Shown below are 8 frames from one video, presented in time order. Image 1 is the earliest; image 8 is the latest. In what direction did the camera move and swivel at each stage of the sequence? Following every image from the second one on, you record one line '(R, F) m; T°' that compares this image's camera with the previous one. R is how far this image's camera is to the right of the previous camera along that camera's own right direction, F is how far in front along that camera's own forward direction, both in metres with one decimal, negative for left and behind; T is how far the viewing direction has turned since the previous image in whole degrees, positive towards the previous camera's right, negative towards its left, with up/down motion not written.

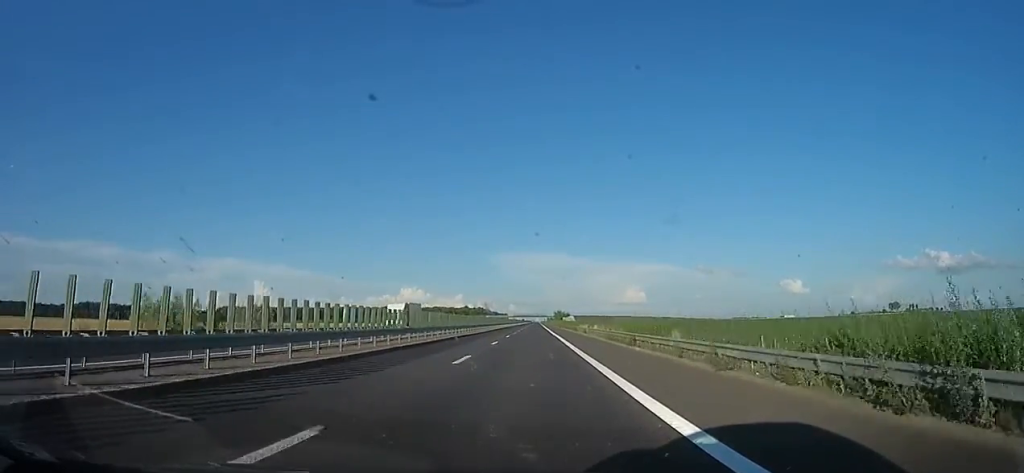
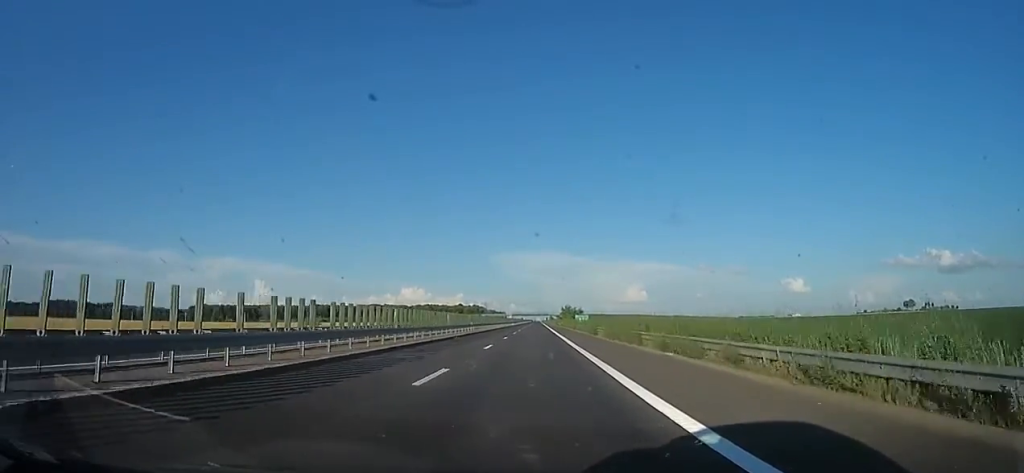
(0.0, +53.3) m; +2°
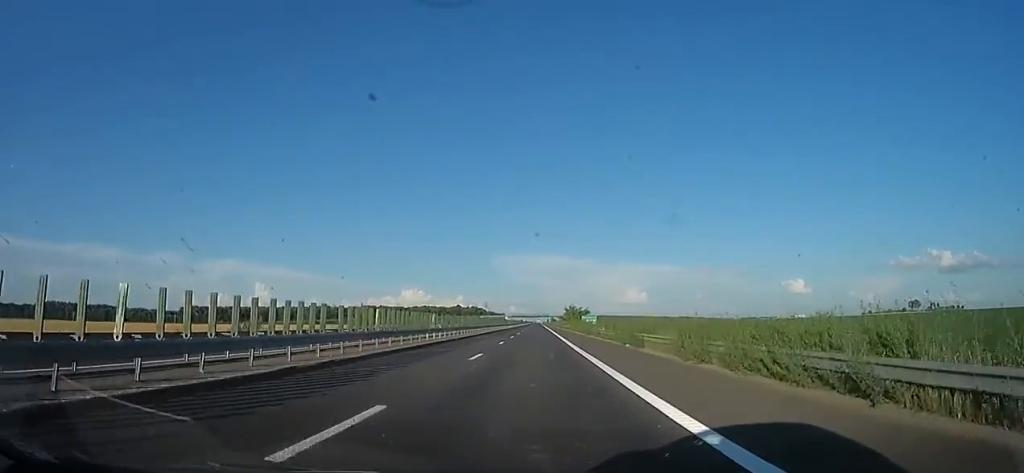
(+0.4, +16.8) m; 0°
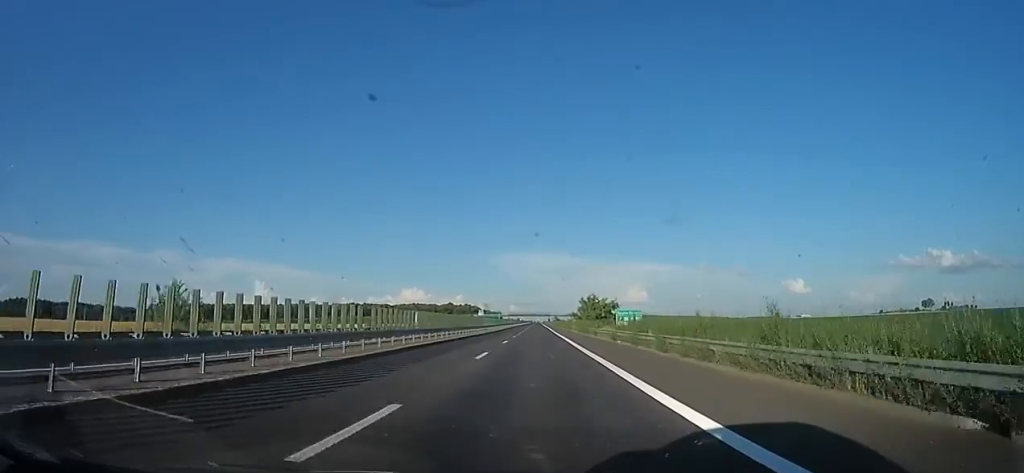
(-0.2, +47.7) m; -2°
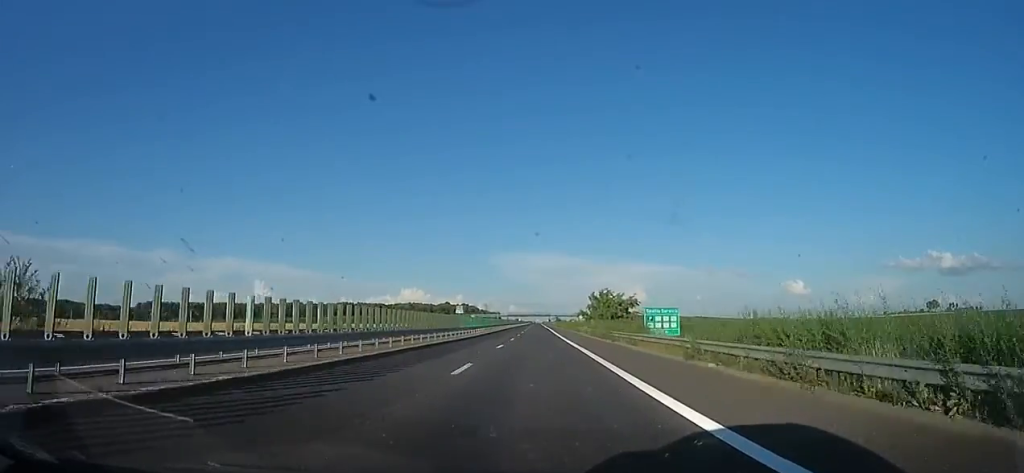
(-0.2, +16.4) m; -1°
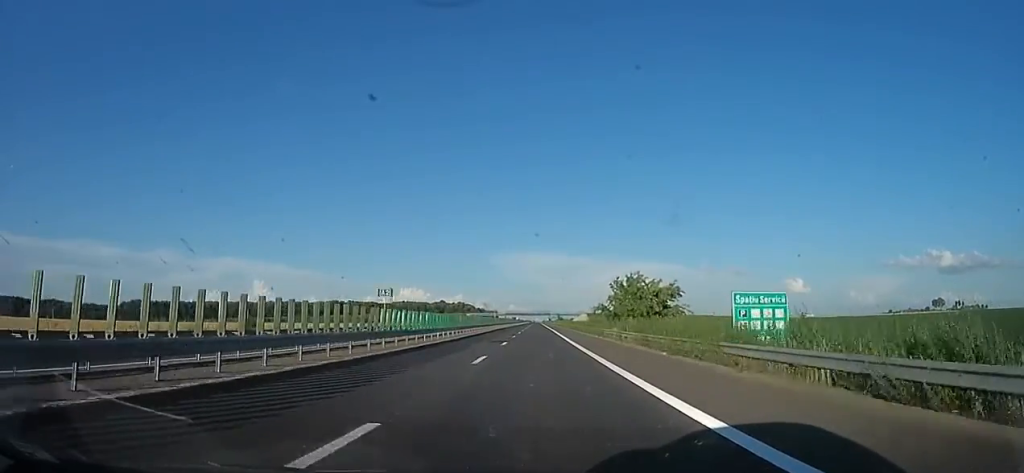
(0.0, +21.1) m; 0°
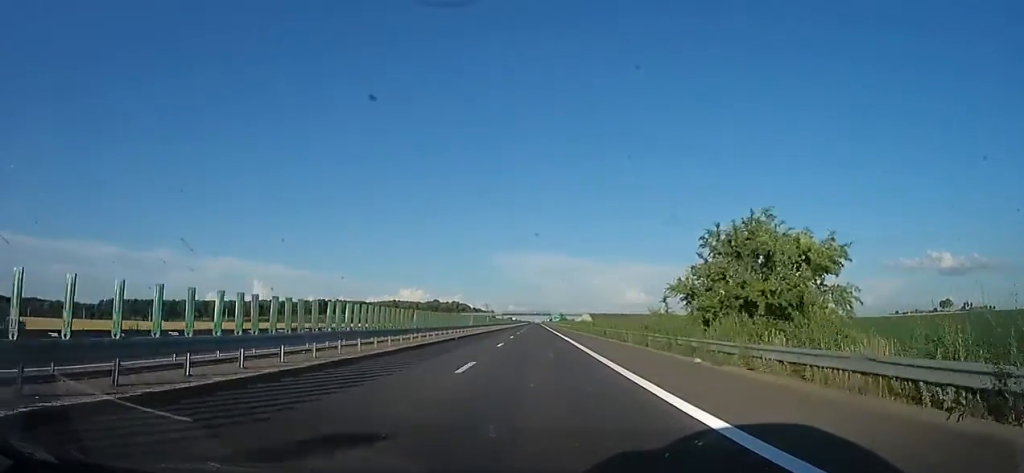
(0.0, +27.0) m; +1°
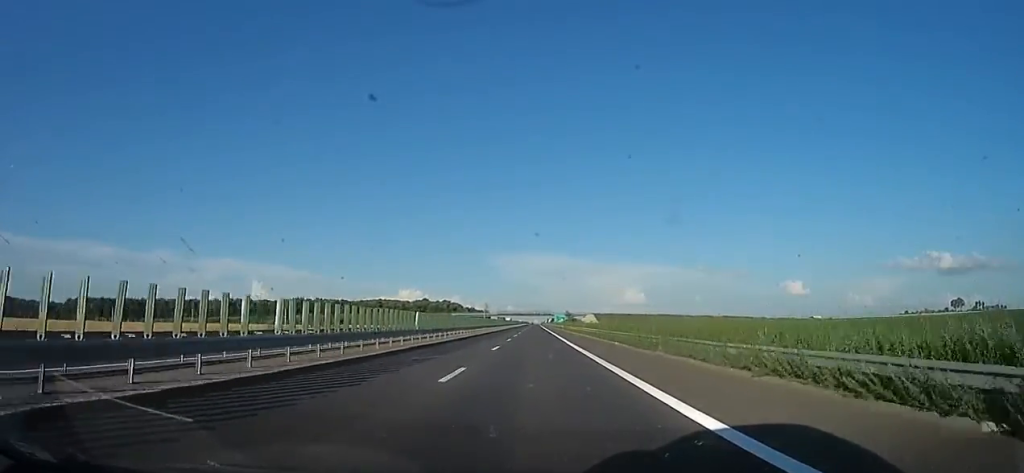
(+1.0, +37.5) m; +1°
